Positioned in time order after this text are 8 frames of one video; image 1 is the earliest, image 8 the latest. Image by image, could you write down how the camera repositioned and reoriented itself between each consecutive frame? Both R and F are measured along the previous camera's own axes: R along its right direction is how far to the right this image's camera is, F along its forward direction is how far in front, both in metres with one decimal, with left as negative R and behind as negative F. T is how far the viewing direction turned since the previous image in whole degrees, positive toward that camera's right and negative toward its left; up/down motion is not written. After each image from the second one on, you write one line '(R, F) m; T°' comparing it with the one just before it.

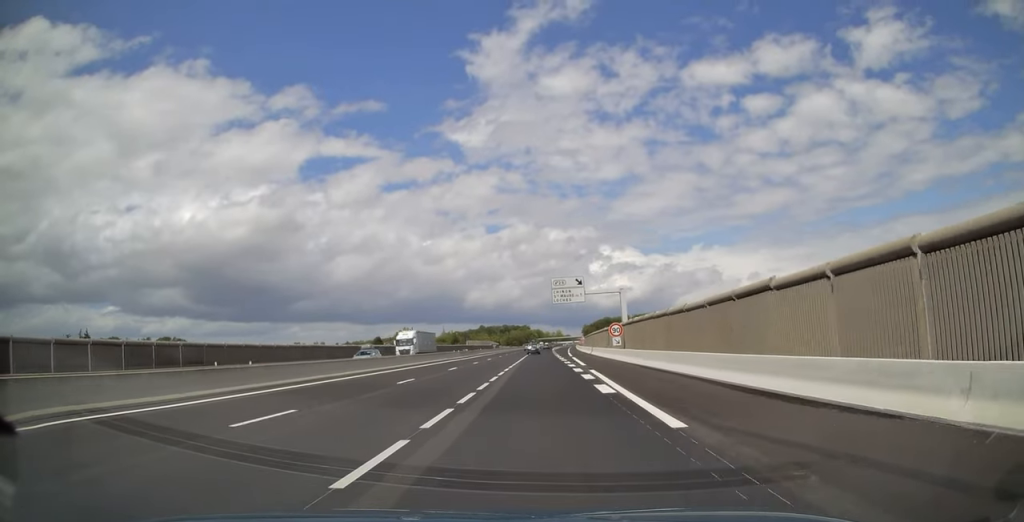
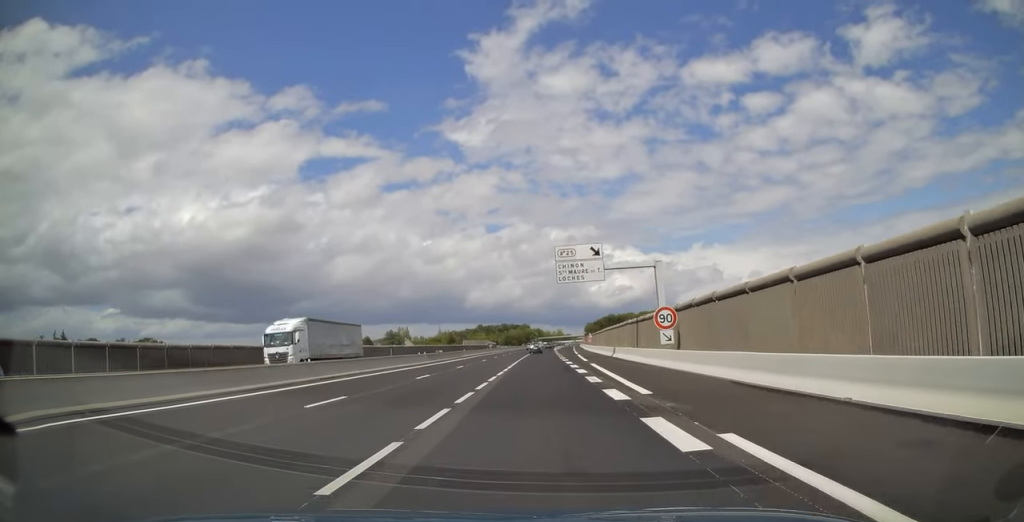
(0.0, +22.1) m; 0°
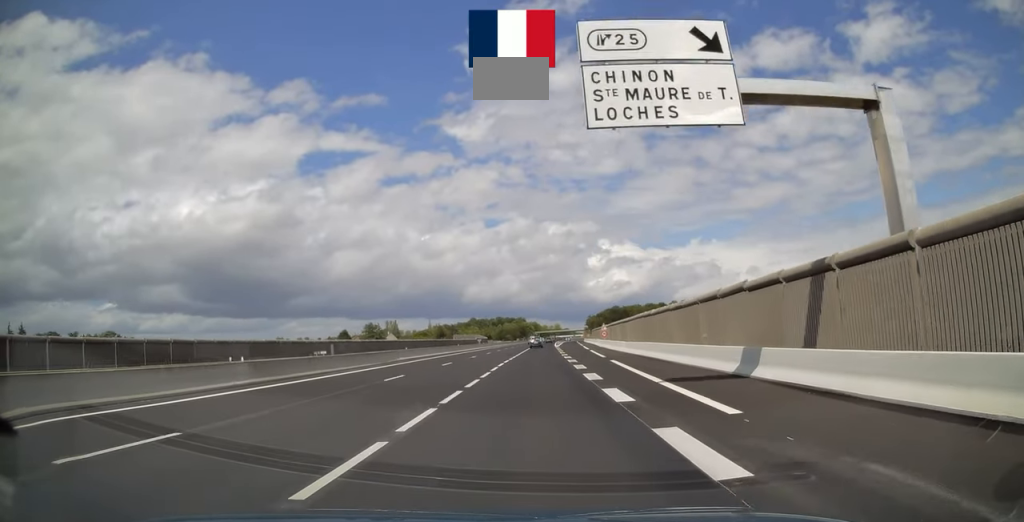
(0.0, +33.8) m; 0°
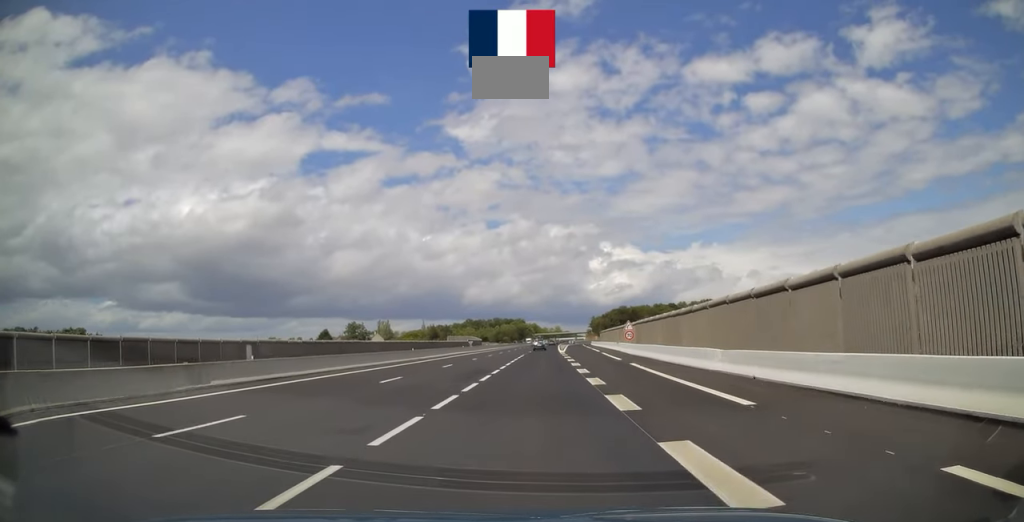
(+0.1, +26.8) m; 0°
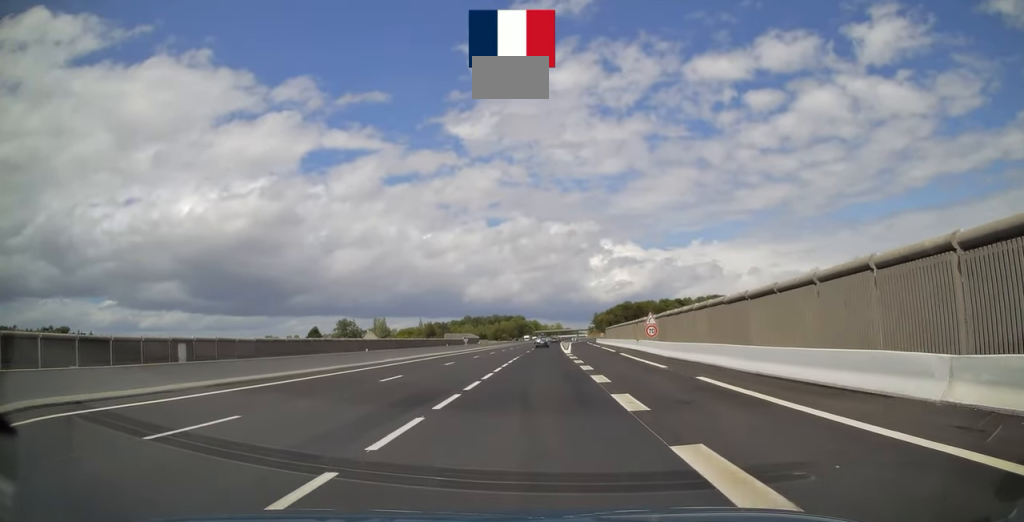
(+0.1, +13.4) m; 0°
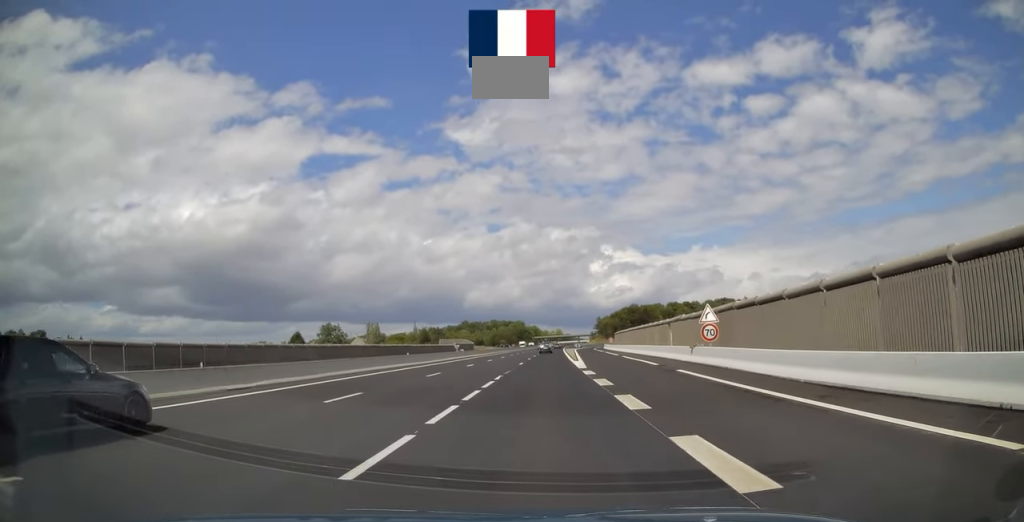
(0.0, +18.8) m; 0°
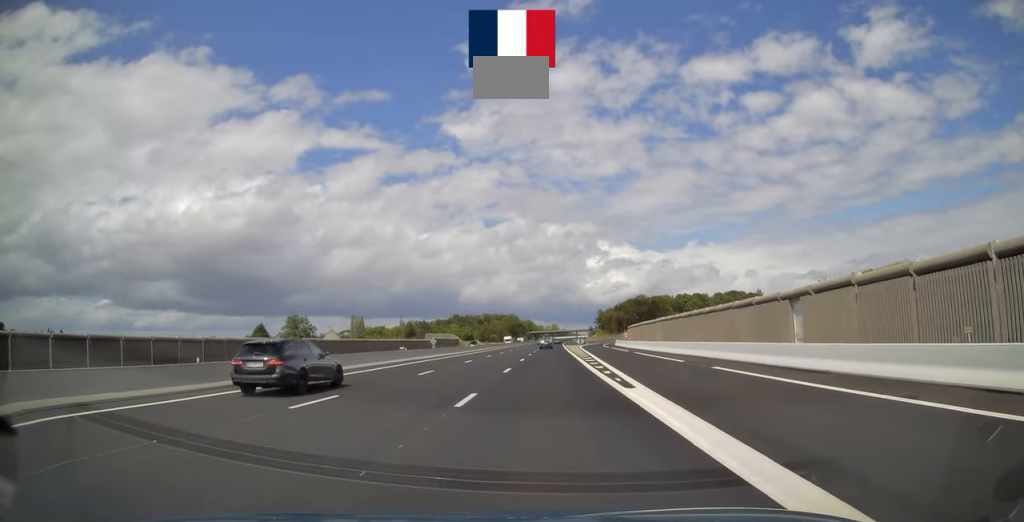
(0.0, +28.5) m; 0°
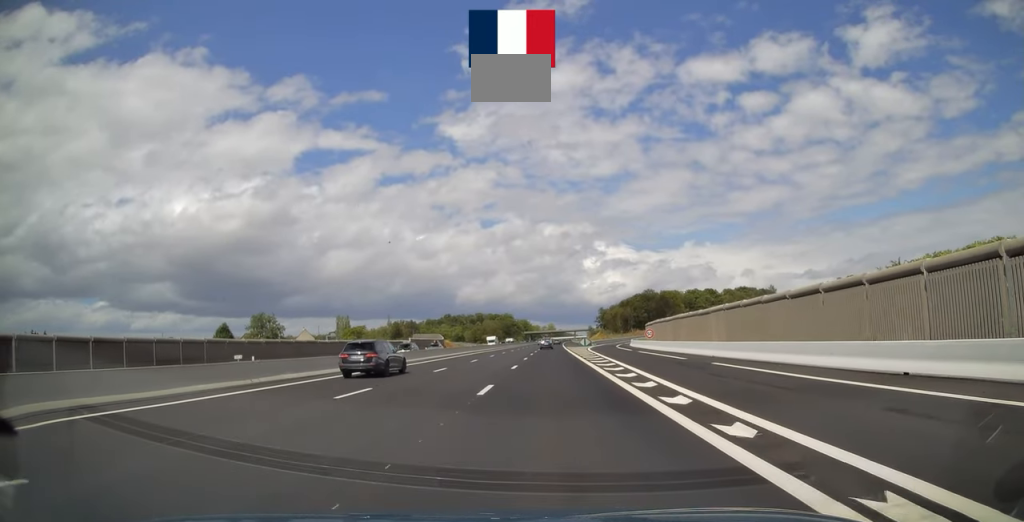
(0.0, +23.6) m; 0°
